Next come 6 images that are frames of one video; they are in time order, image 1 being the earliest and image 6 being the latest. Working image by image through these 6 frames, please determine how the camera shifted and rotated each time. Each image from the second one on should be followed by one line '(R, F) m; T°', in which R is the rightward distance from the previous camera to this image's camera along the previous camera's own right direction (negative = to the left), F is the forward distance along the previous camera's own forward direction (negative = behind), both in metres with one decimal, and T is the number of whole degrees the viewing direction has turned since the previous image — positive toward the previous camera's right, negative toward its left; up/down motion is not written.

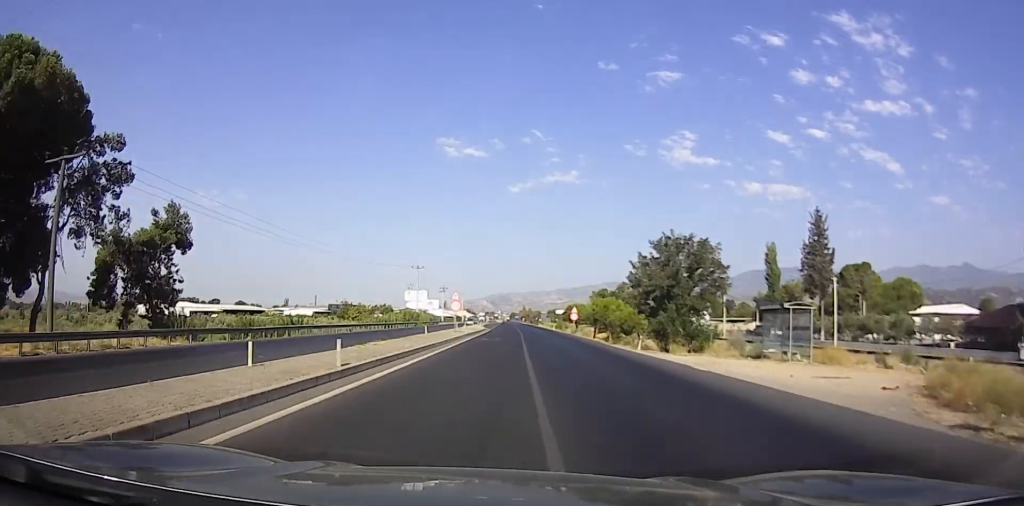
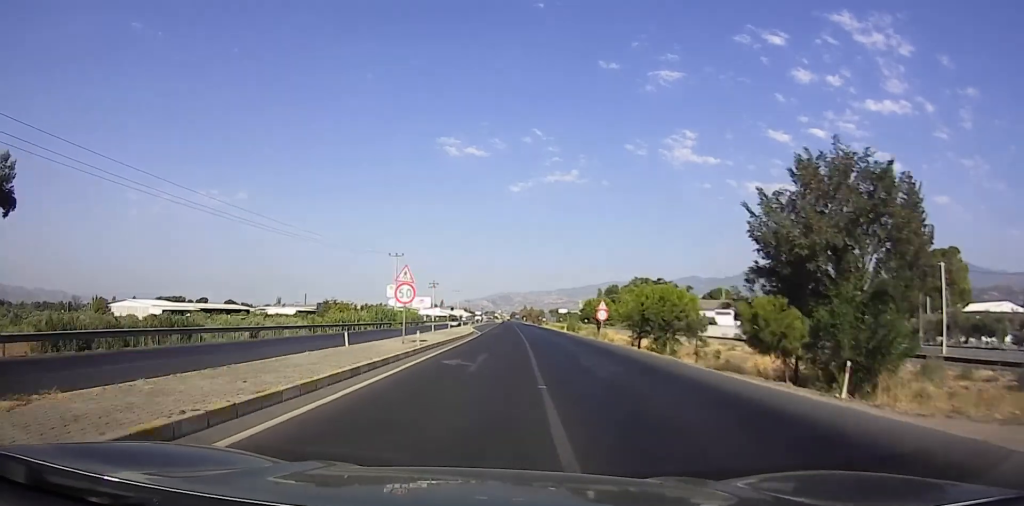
(+0.1, +20.0) m; 0°
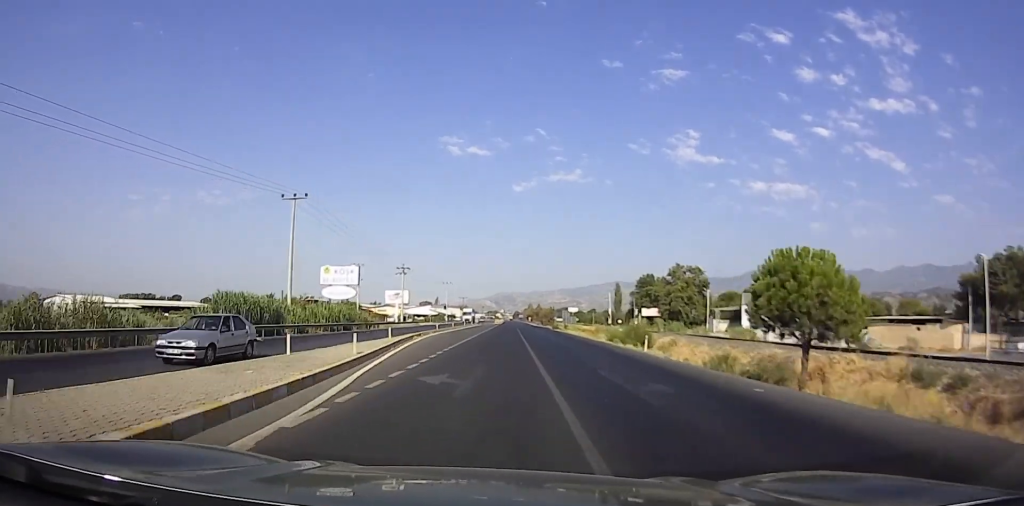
(-1.1, +45.2) m; -2°
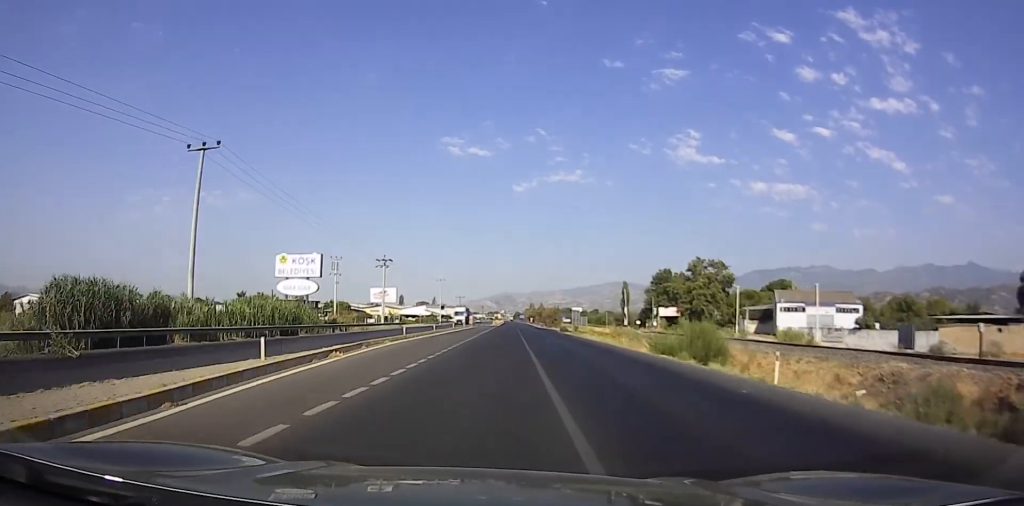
(-0.2, +16.3) m; 0°
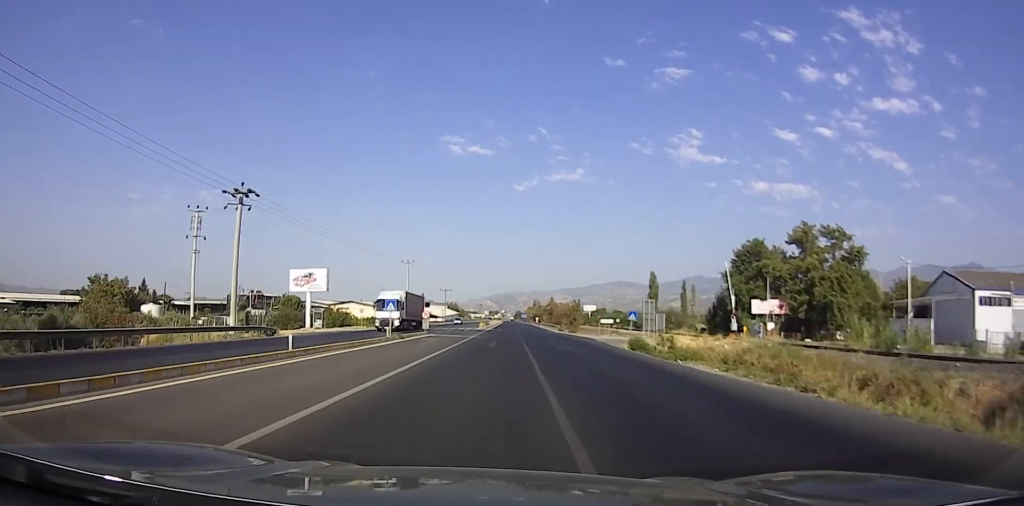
(+1.1, +51.5) m; +2°
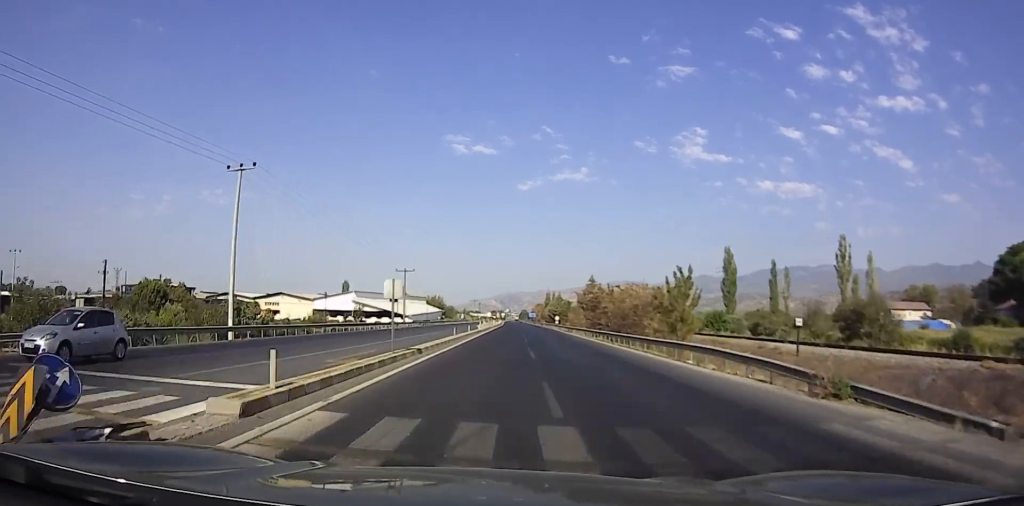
(+0.4, +73.9) m; 0°
